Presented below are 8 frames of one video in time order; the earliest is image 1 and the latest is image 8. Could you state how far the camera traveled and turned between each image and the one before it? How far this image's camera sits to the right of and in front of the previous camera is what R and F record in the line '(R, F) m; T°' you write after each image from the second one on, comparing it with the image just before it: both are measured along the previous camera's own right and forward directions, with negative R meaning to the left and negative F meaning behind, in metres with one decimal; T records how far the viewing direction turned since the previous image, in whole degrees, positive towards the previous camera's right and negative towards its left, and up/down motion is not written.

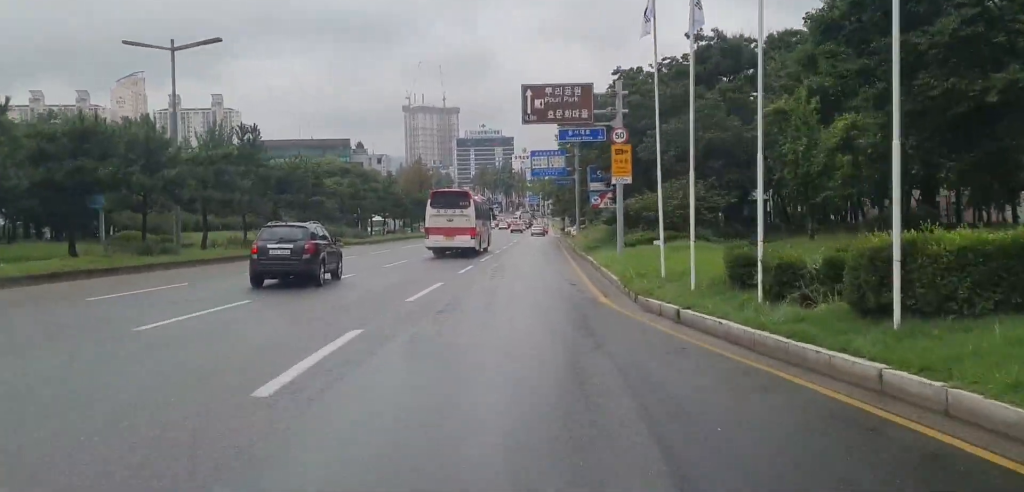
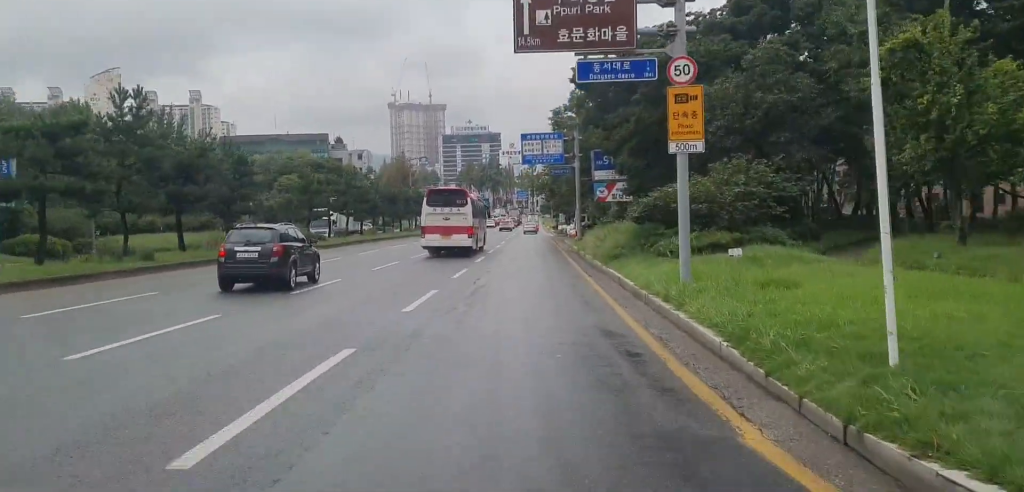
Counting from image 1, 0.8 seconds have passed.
(+0.1, +11.2) m; 0°
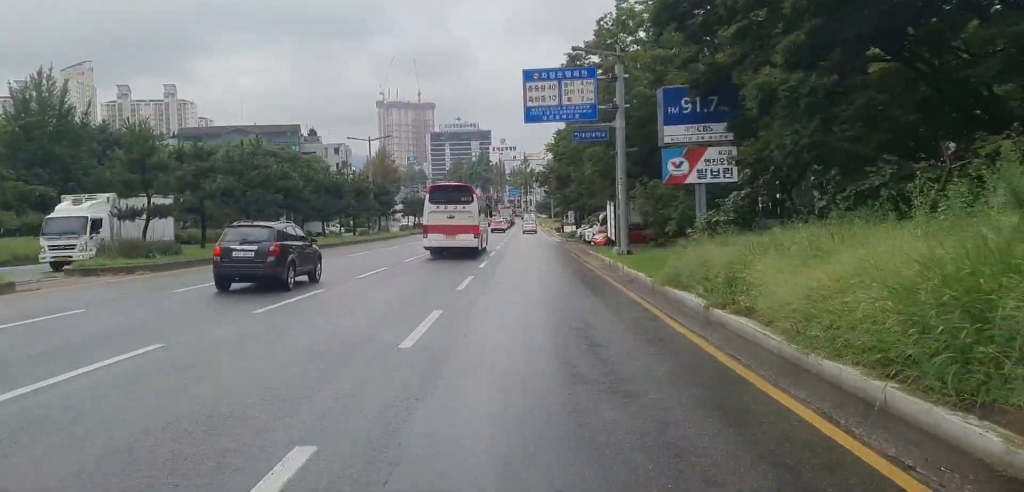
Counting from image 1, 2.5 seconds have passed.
(0.0, +23.1) m; +1°
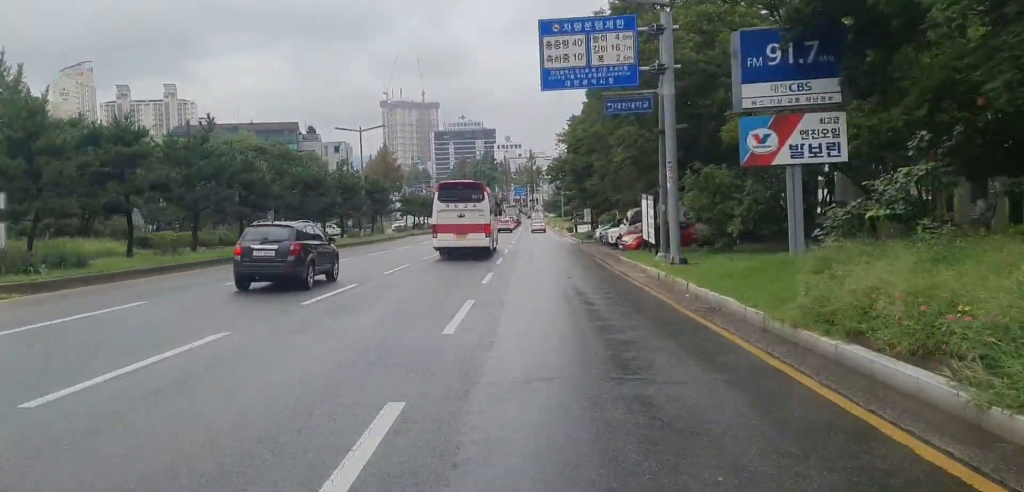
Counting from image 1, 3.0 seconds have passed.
(+0.3, +7.1) m; 0°
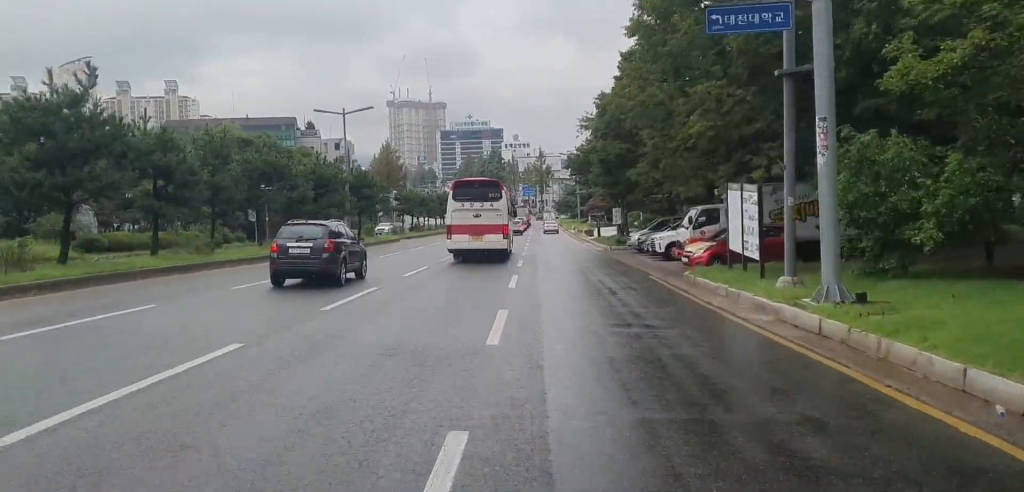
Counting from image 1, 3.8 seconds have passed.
(-0.3, +10.3) m; -1°
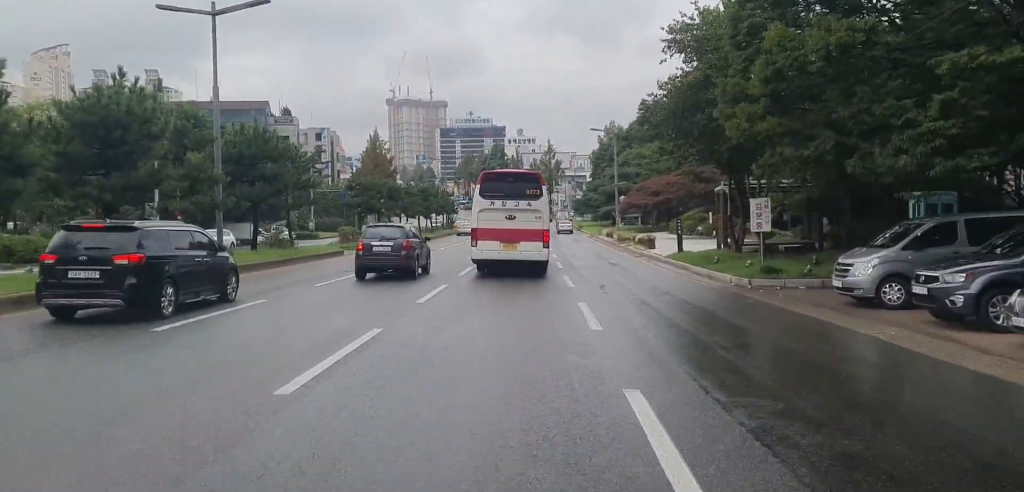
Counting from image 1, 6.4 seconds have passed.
(0.0, +26.1) m; 0°
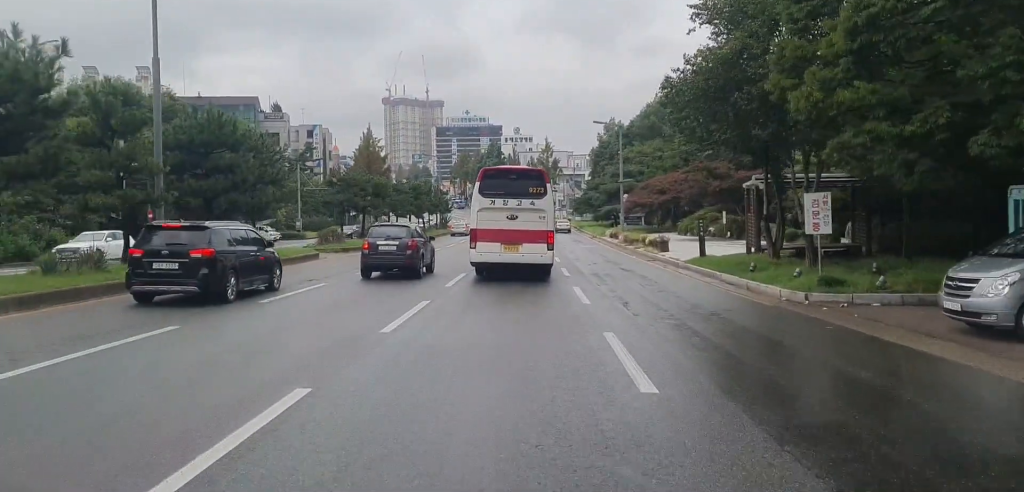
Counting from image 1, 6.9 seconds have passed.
(-0.1, +4.4) m; +1°
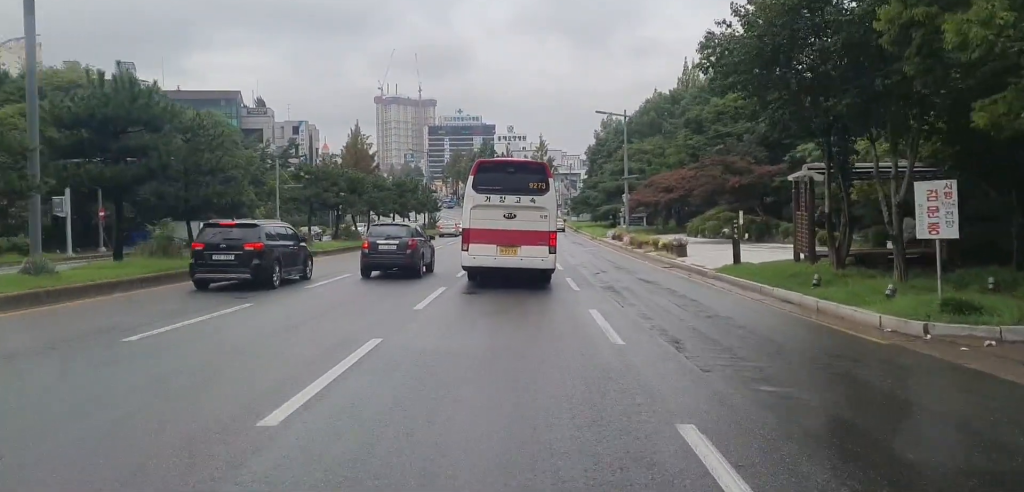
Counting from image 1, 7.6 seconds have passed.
(+0.1, +5.4) m; +2°
